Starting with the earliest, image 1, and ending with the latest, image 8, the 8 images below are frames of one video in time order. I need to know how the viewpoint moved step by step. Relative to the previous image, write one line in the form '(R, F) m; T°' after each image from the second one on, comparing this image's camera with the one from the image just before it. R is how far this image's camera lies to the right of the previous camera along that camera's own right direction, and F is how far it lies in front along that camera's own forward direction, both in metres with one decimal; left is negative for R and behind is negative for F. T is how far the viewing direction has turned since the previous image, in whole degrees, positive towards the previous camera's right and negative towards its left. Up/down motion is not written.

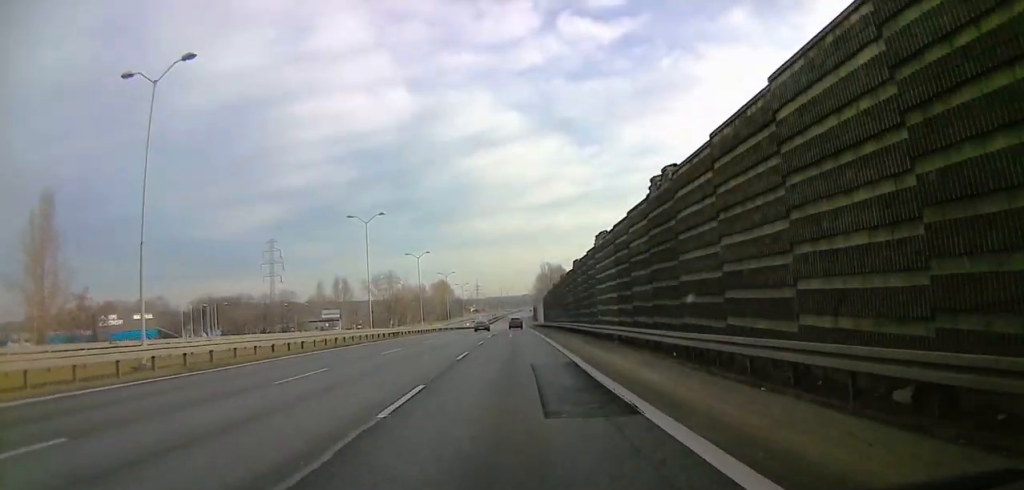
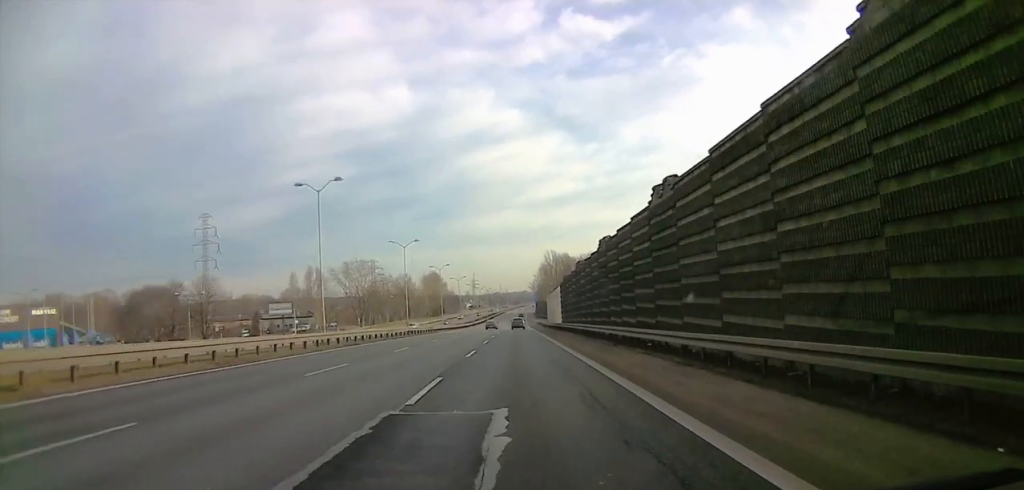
(-2.2, +46.2) m; -3°
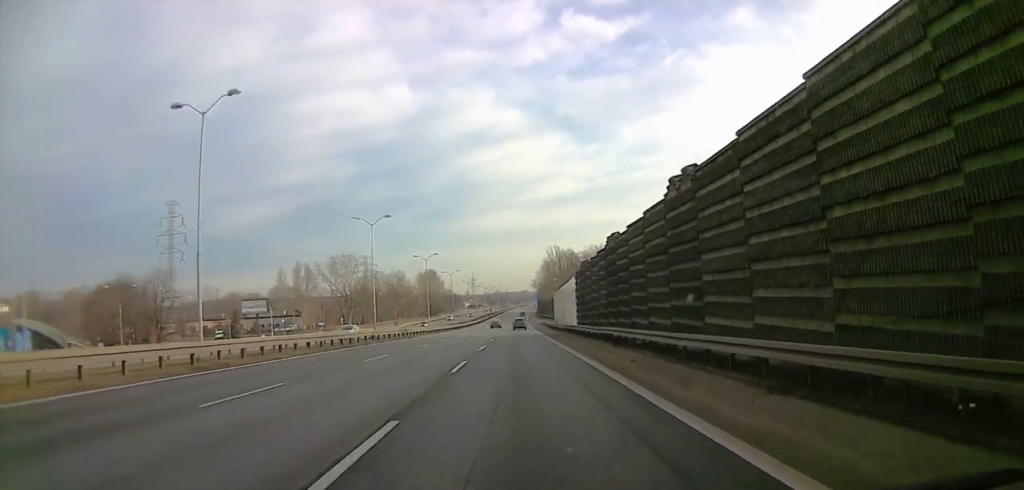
(+0.7, +17.7) m; 0°
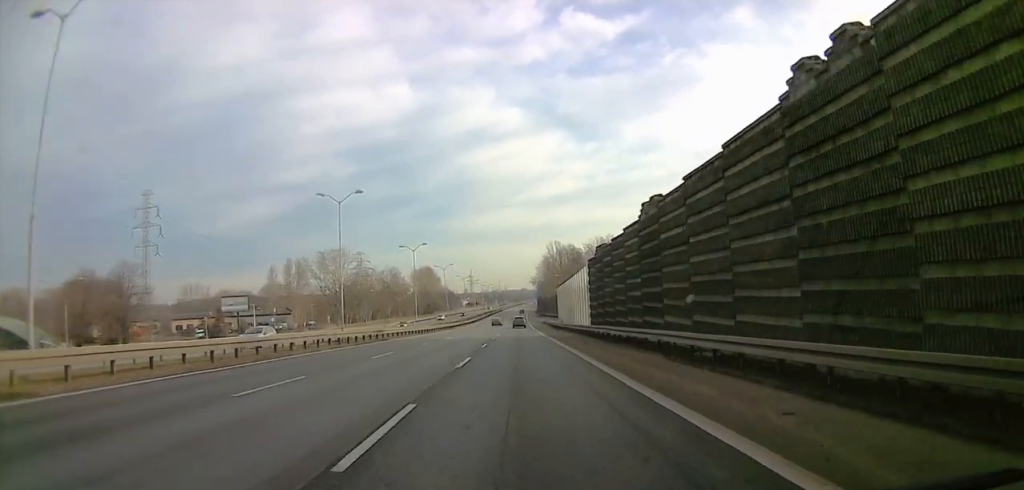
(+0.3, +10.5) m; 0°
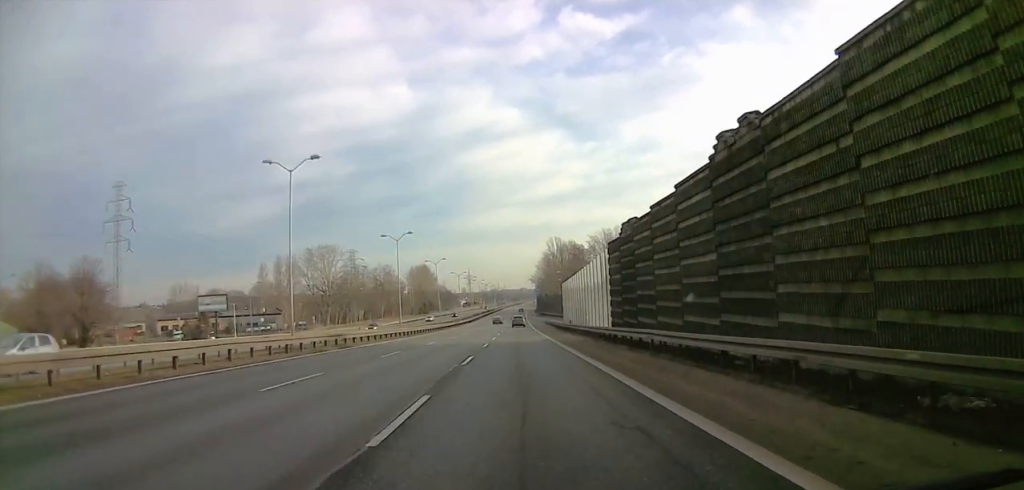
(-0.6, +10.6) m; +1°
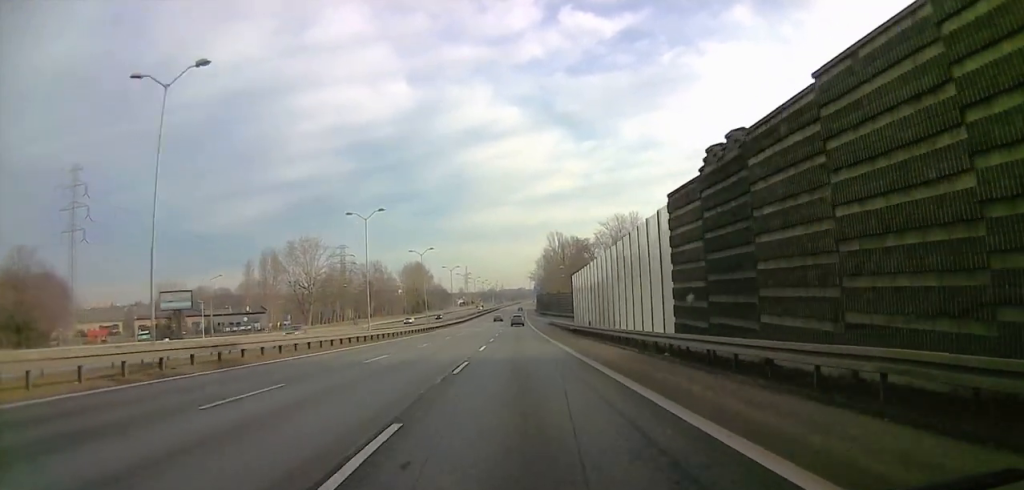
(-0.5, +14.7) m; +1°
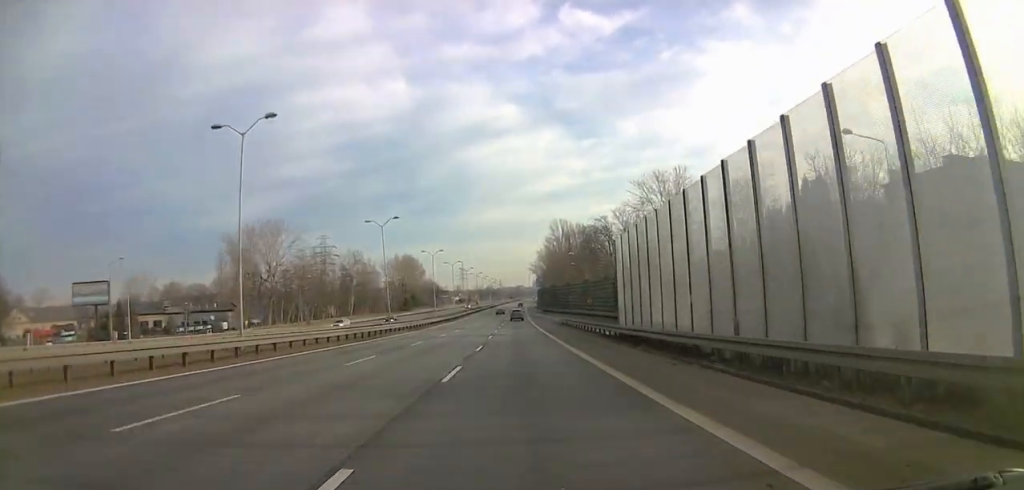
(+1.5, +26.3) m; +2°
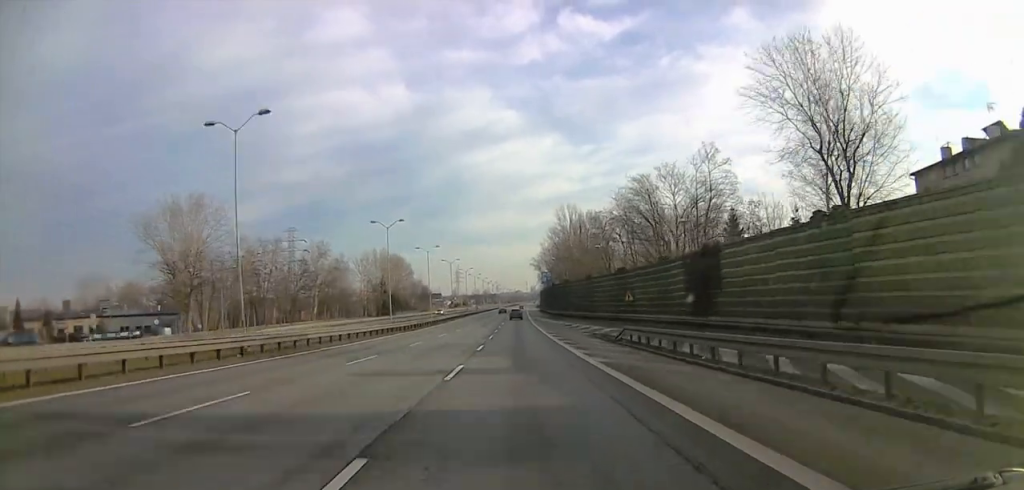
(-1.3, +34.9) m; -2°
